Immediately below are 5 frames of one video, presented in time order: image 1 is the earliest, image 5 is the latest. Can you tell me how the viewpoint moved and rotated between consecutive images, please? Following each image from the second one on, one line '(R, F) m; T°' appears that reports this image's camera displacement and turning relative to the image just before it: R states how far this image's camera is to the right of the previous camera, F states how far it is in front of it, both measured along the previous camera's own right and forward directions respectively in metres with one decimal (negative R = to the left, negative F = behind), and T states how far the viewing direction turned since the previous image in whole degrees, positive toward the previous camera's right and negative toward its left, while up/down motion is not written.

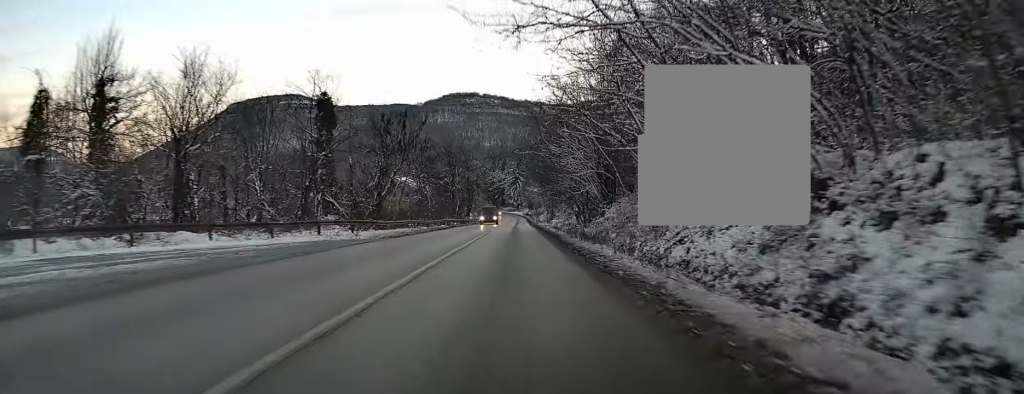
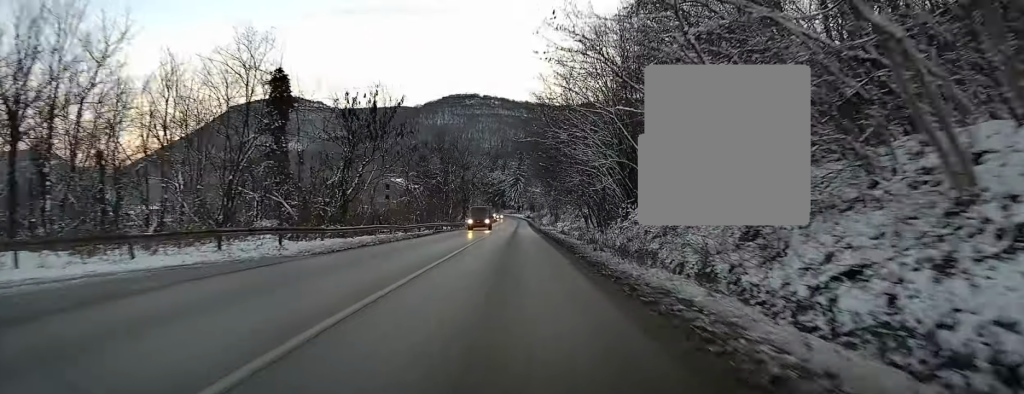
(+0.1, +10.3) m; 0°
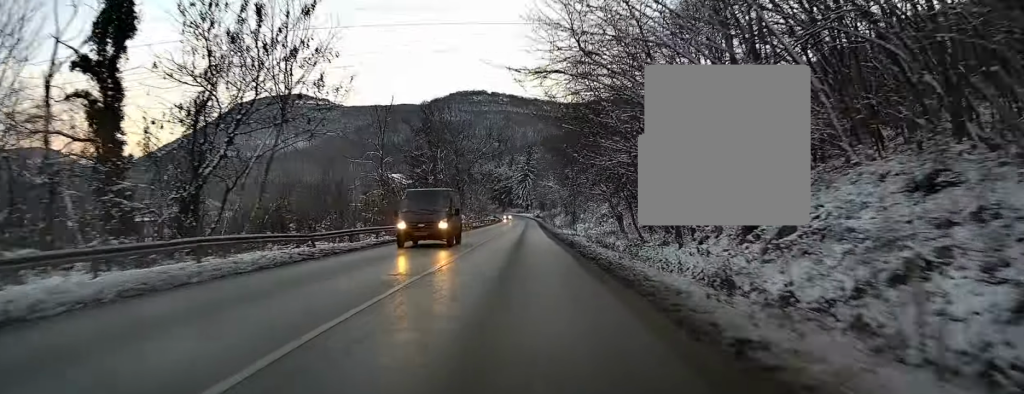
(-0.3, +19.9) m; 0°
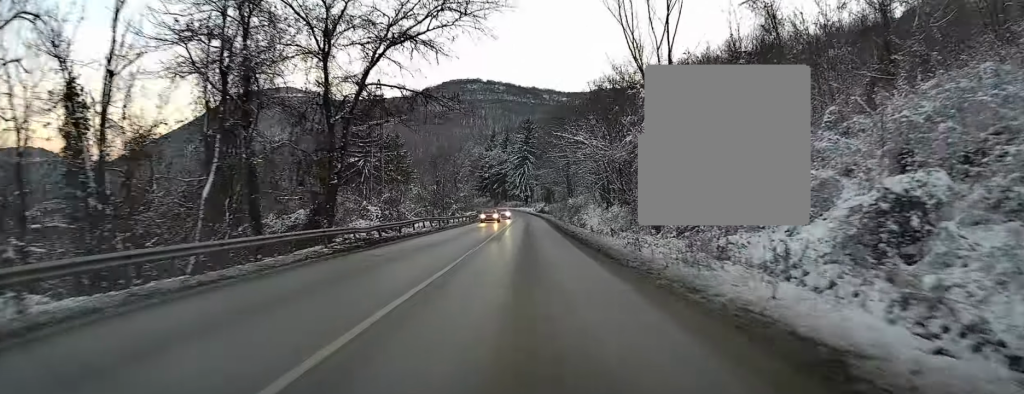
(-0.3, +50.3) m; -1°
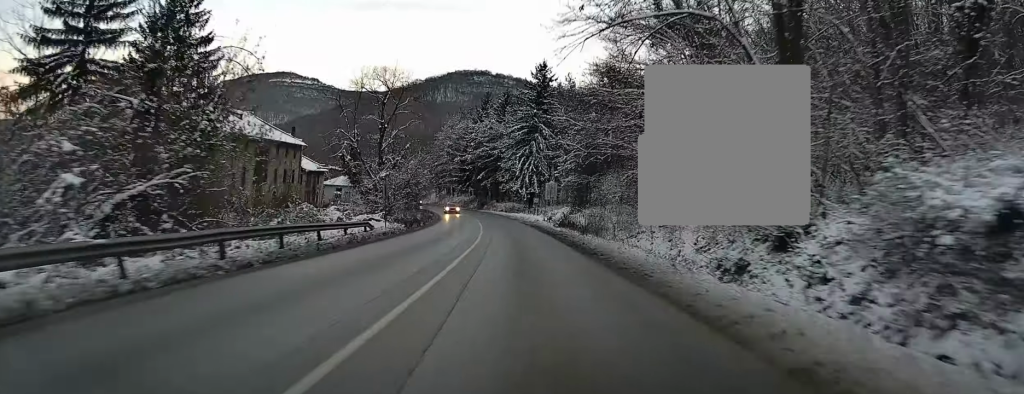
(+0.4, +68.8) m; 0°
